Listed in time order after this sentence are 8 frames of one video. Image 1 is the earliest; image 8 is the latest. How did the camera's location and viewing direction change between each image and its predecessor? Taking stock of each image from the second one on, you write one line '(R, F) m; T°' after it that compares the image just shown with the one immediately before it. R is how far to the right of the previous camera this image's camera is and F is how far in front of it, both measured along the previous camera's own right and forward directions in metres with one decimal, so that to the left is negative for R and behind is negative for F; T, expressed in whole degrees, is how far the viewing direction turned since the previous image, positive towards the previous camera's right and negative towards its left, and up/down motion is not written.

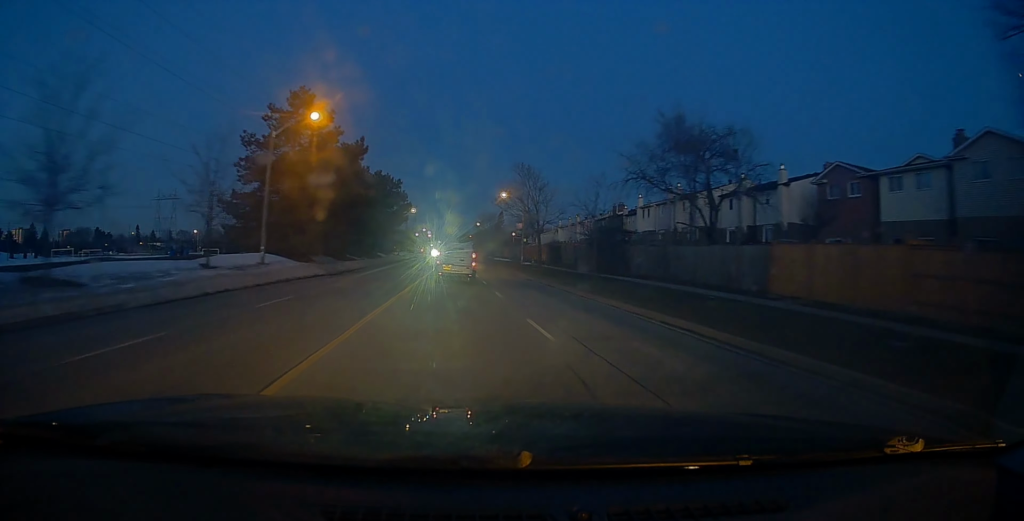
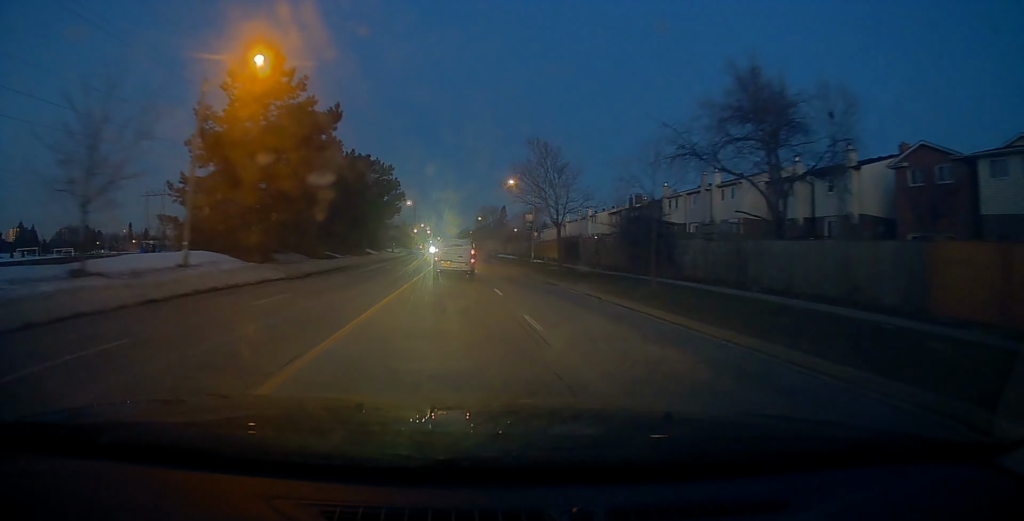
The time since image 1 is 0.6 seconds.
(-0.1, +9.0) m; +1°
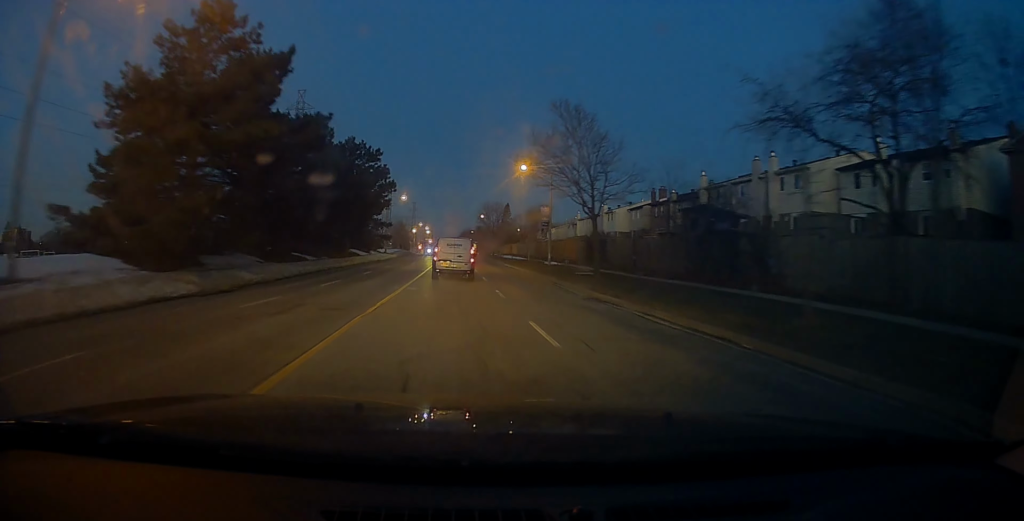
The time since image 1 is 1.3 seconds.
(+0.3, +9.8) m; 0°
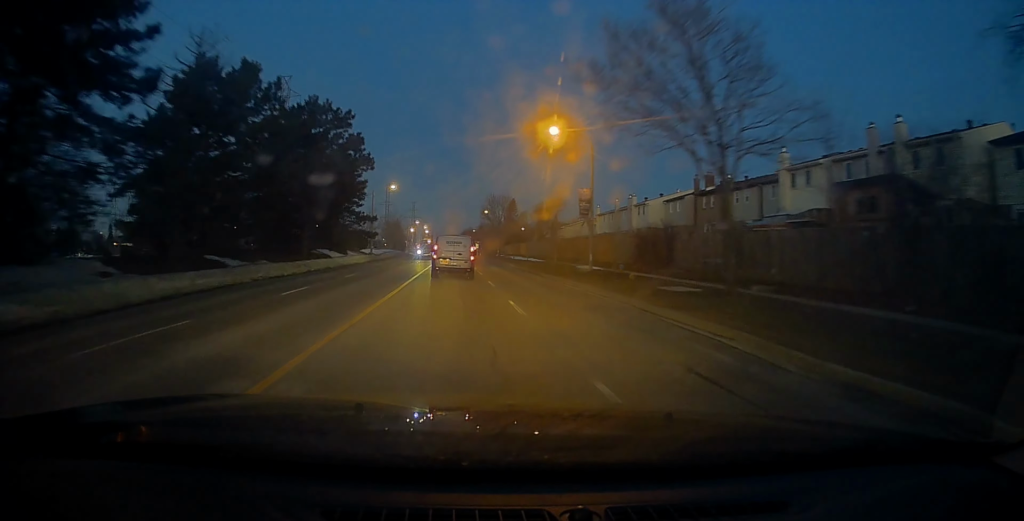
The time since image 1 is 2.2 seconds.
(-0.2, +14.0) m; -2°
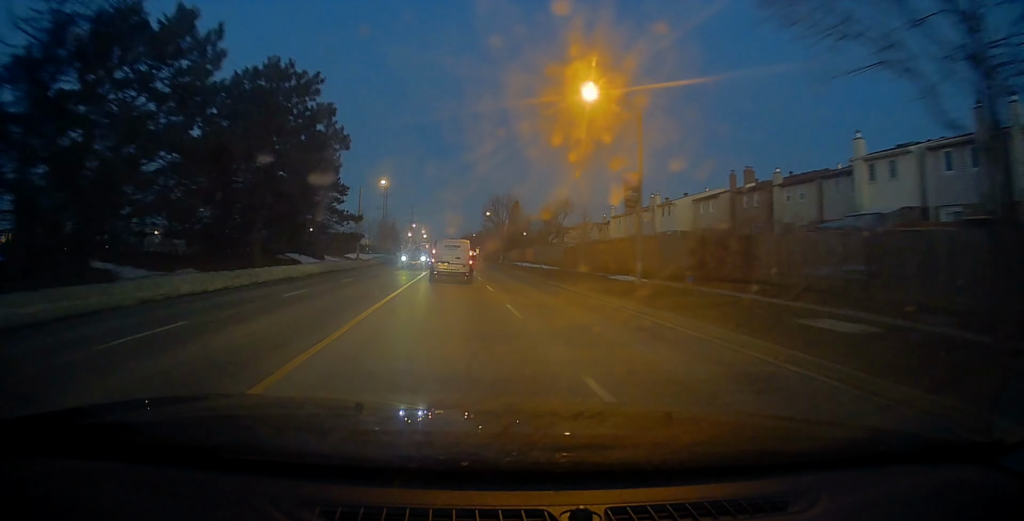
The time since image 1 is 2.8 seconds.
(-0.1, +8.6) m; -1°
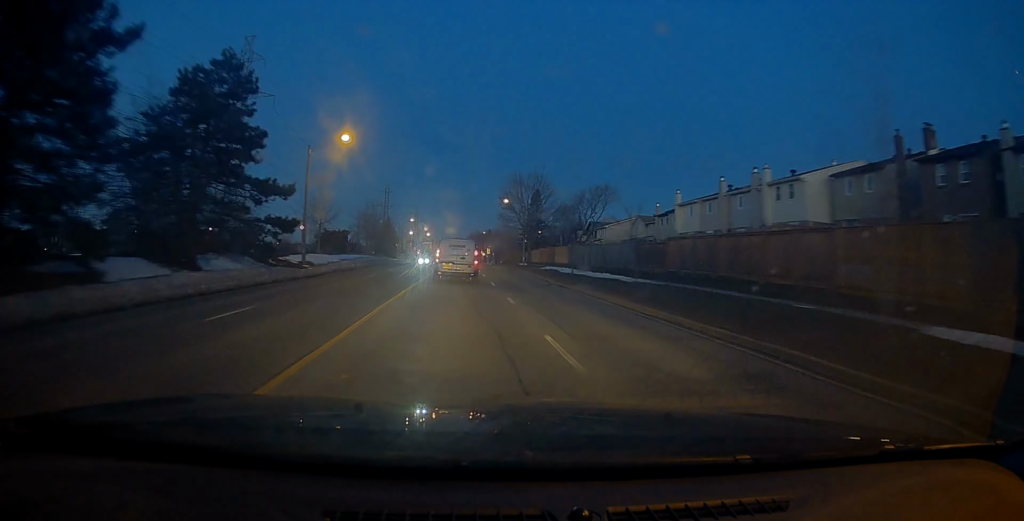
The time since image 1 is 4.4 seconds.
(+0.6, +22.1) m; +2°
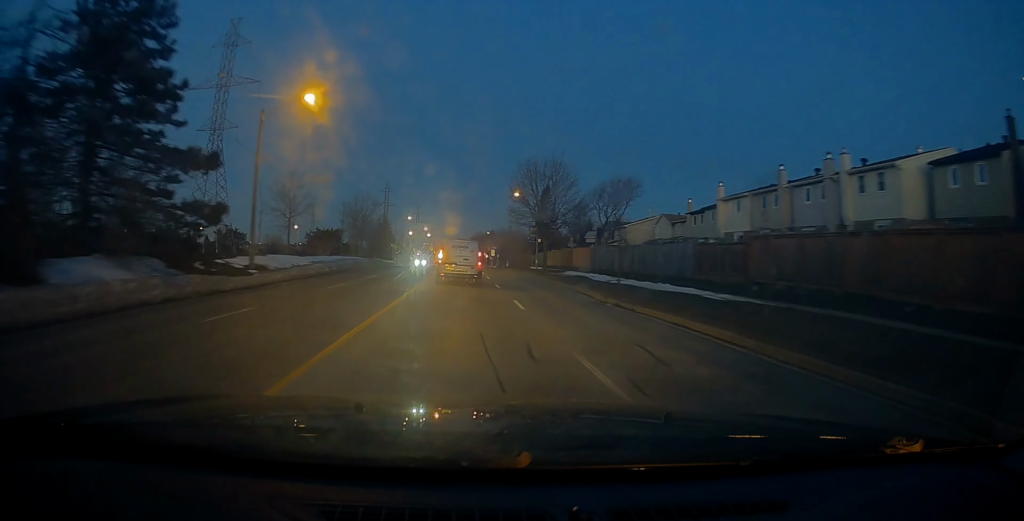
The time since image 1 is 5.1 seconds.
(-0.1, +9.5) m; -1°
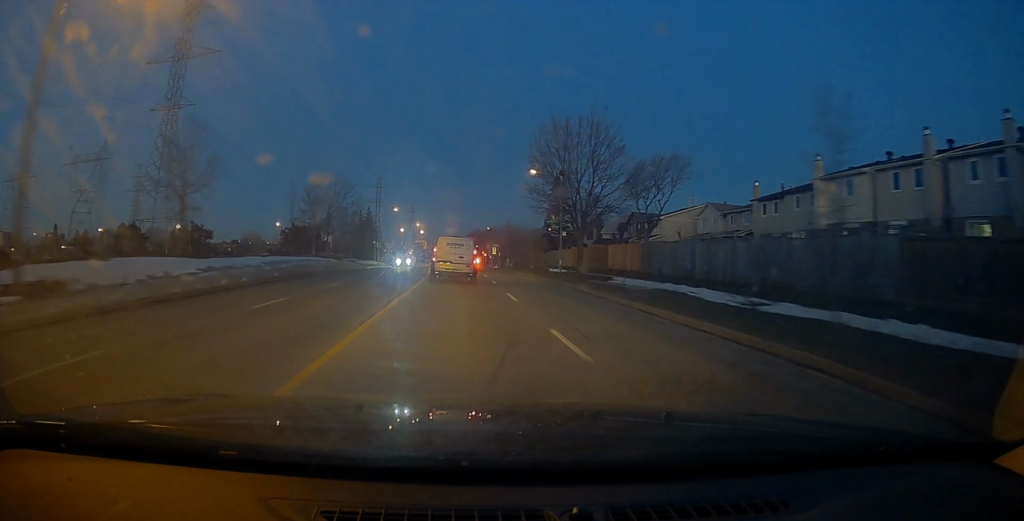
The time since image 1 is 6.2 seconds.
(-0.3, +15.7) m; -3°
